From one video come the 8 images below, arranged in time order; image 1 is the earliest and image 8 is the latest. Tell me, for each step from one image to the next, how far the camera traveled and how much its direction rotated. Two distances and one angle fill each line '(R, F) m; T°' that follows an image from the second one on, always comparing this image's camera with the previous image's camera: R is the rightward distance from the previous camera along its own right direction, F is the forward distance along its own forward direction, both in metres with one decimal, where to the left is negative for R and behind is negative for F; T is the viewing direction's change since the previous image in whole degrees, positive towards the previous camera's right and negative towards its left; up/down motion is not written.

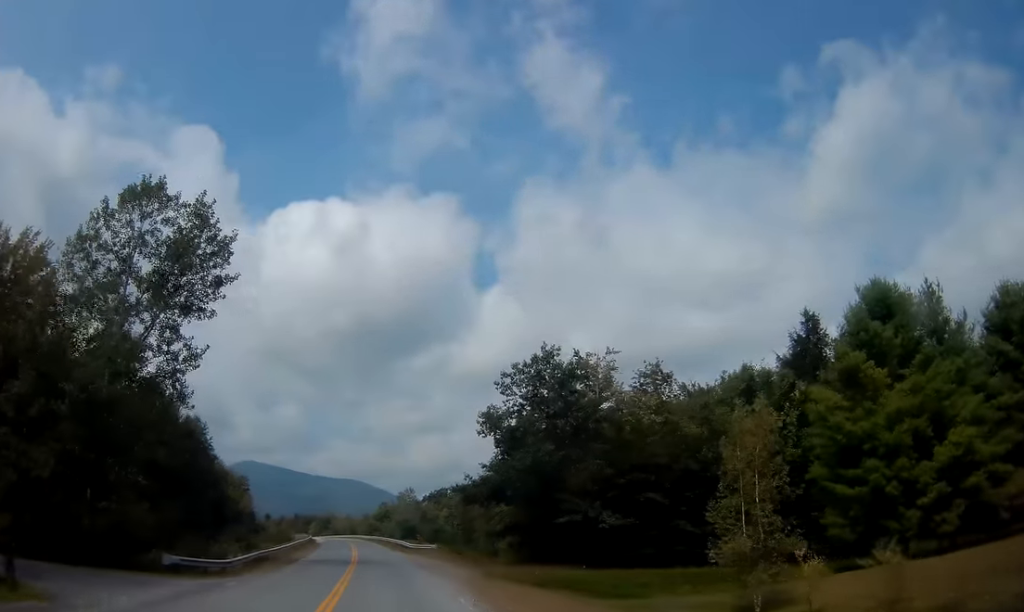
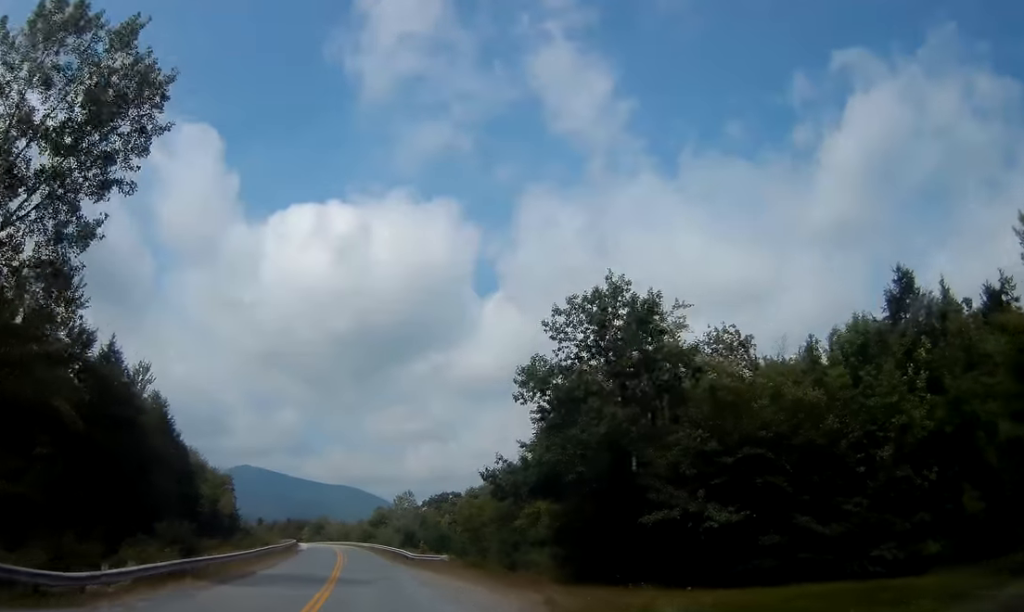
(-0.2, +14.0) m; 0°
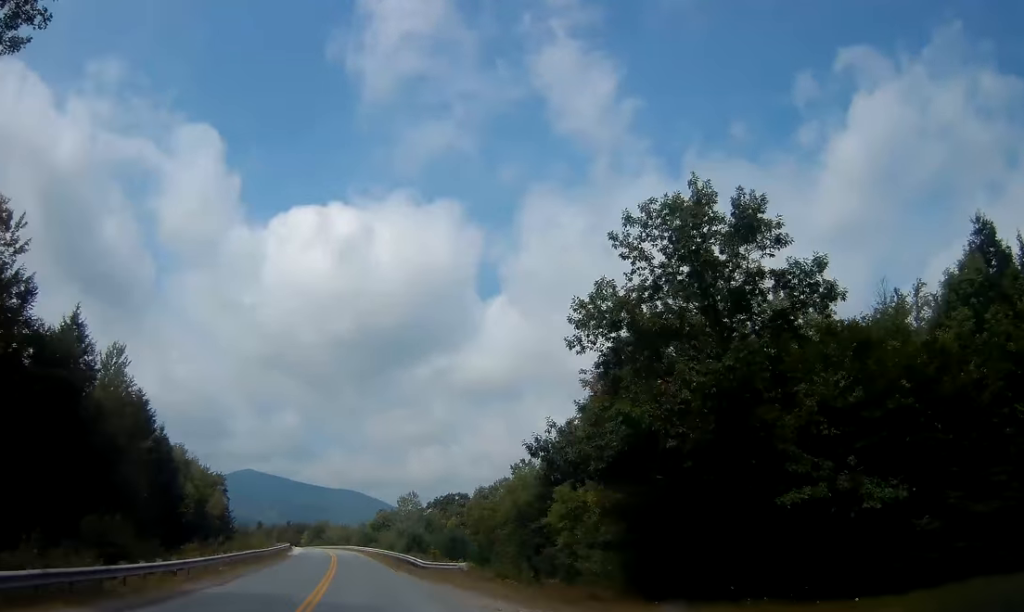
(+0.3, +9.4) m; -1°
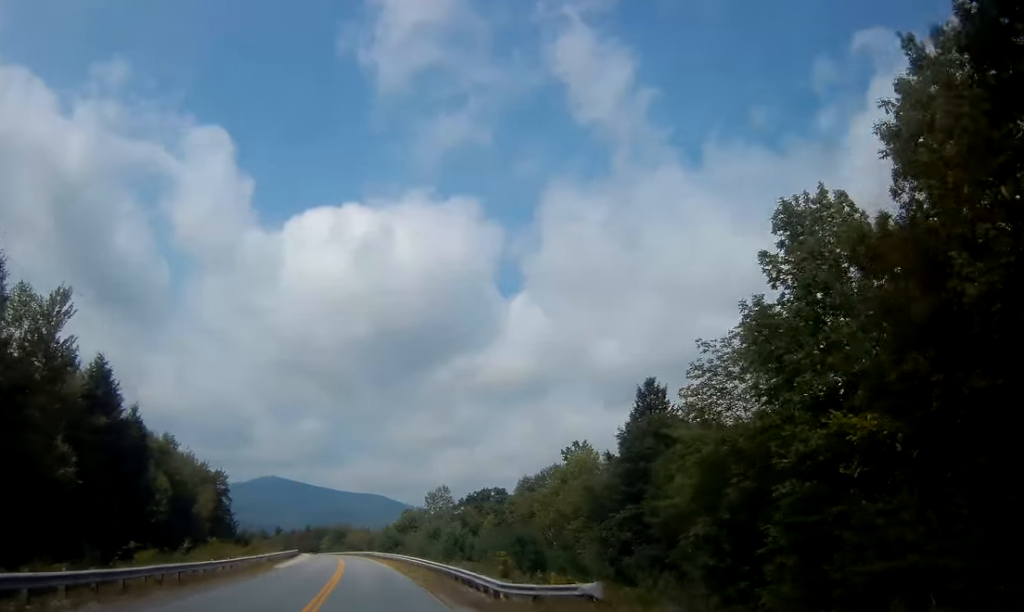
(-0.7, +19.4) m; -2°
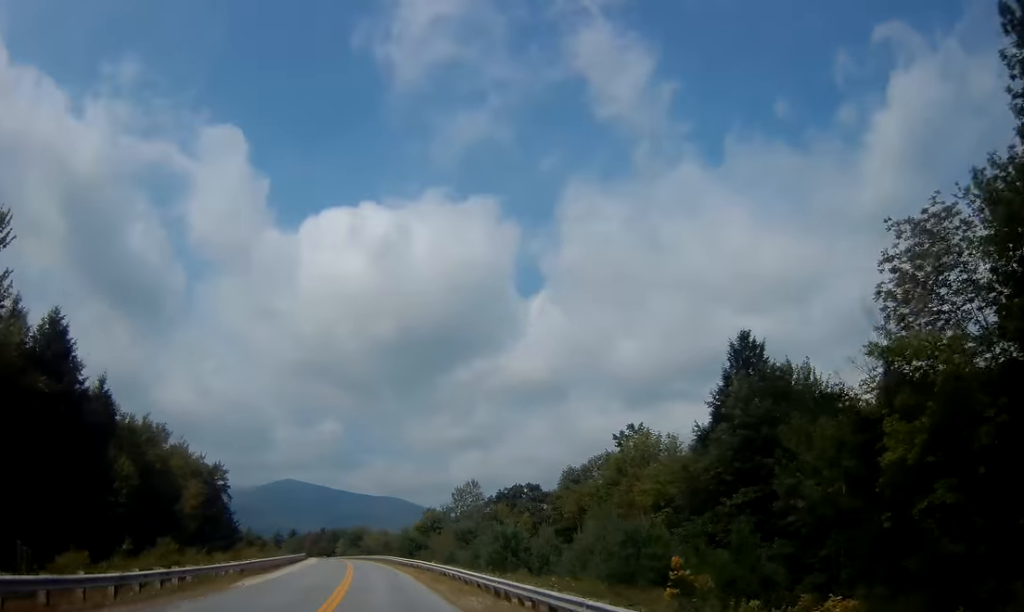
(0.0, +15.4) m; 0°
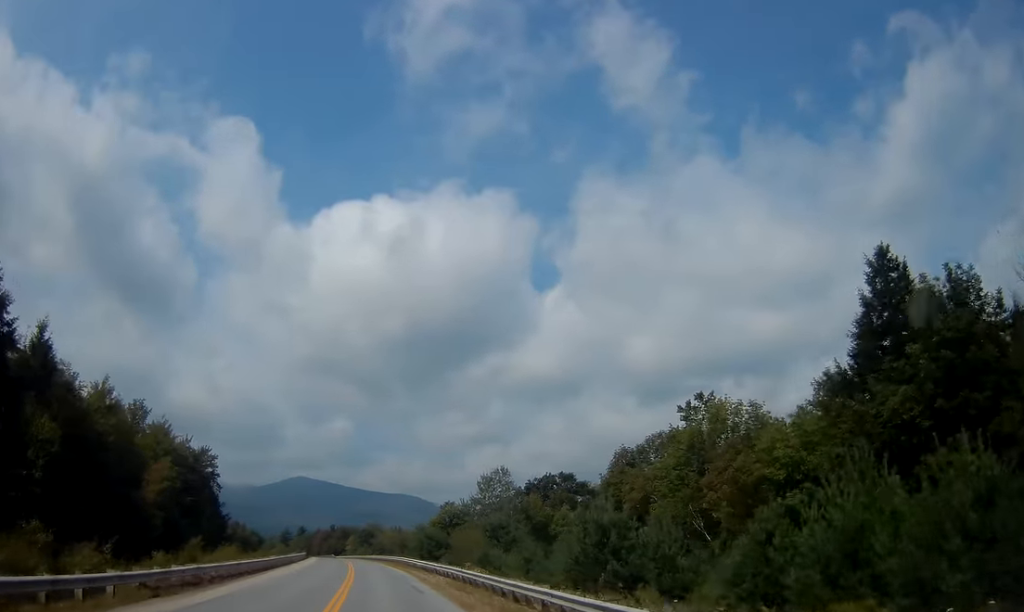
(-0.1, +16.0) m; -1°
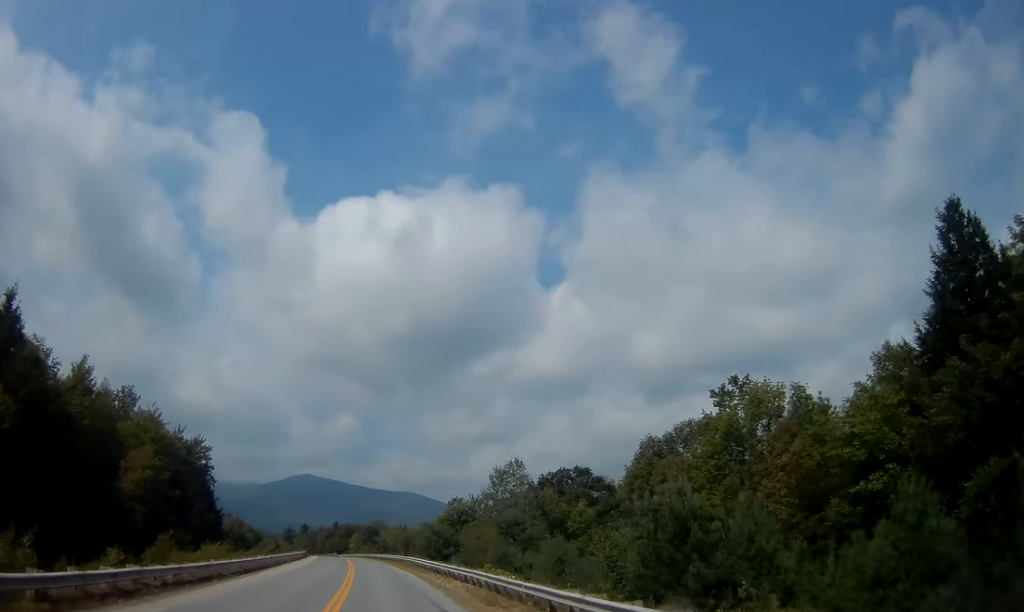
(-0.1, +6.4) m; -1°
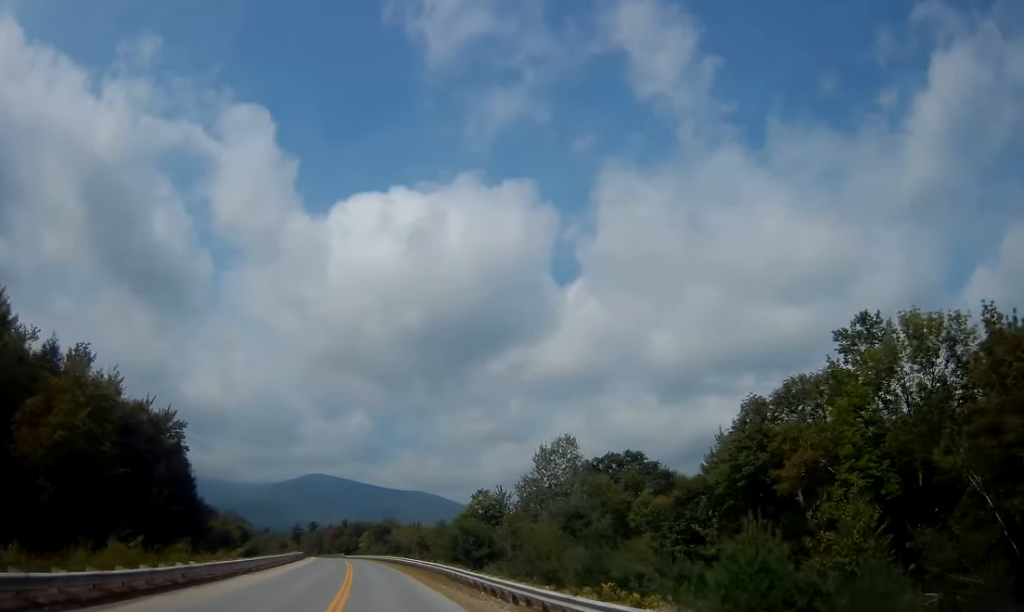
(-0.2, +18.6) m; -2°
